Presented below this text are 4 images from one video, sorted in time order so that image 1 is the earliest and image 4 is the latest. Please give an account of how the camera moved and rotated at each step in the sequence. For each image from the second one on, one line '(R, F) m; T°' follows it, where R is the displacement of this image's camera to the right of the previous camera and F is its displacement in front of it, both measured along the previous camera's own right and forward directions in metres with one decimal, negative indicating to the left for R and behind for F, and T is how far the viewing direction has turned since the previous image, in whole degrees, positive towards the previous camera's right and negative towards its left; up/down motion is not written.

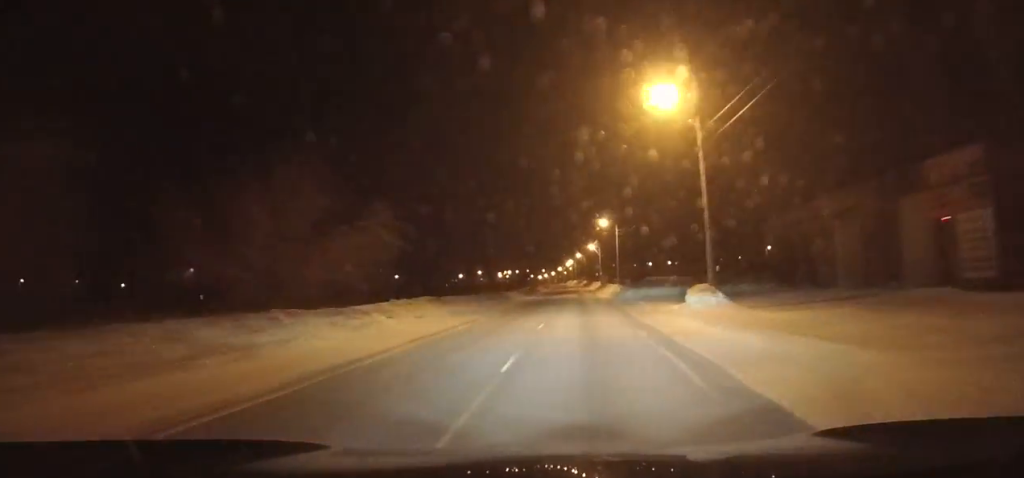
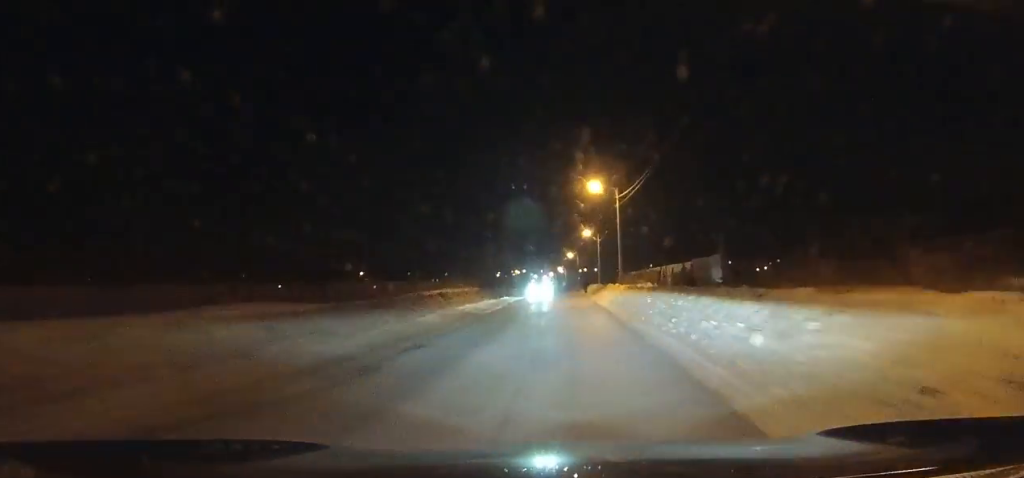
(-1.5, +142.6) m; -2°
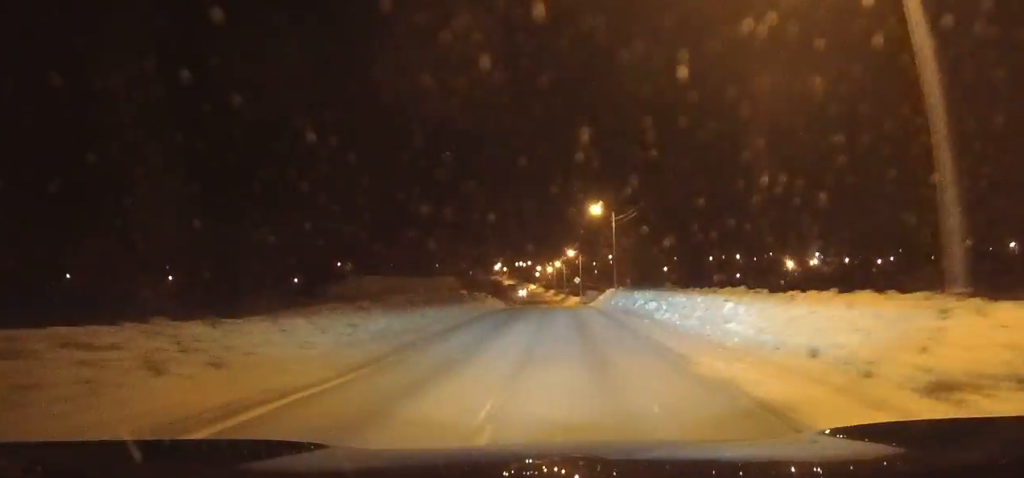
(-1.8, +73.4) m; -3°
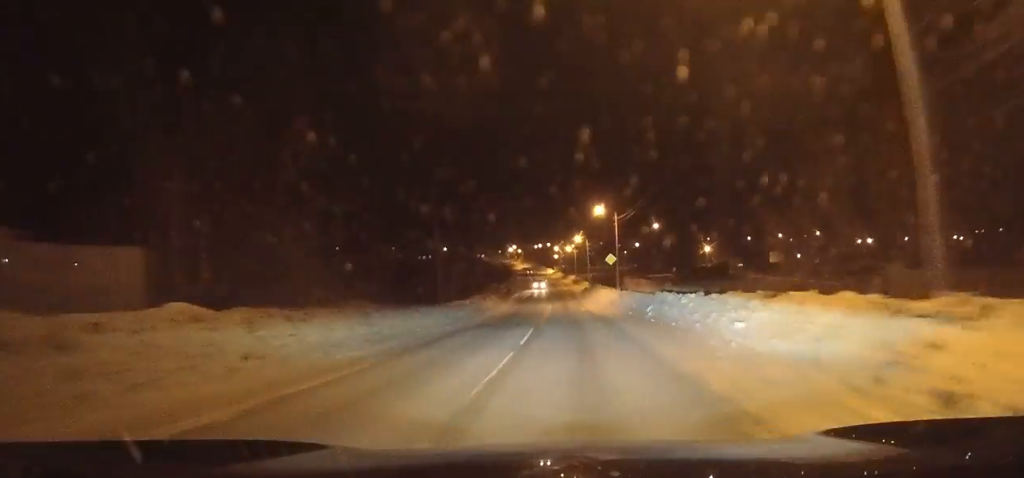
(-0.7, +39.3) m; -2°
